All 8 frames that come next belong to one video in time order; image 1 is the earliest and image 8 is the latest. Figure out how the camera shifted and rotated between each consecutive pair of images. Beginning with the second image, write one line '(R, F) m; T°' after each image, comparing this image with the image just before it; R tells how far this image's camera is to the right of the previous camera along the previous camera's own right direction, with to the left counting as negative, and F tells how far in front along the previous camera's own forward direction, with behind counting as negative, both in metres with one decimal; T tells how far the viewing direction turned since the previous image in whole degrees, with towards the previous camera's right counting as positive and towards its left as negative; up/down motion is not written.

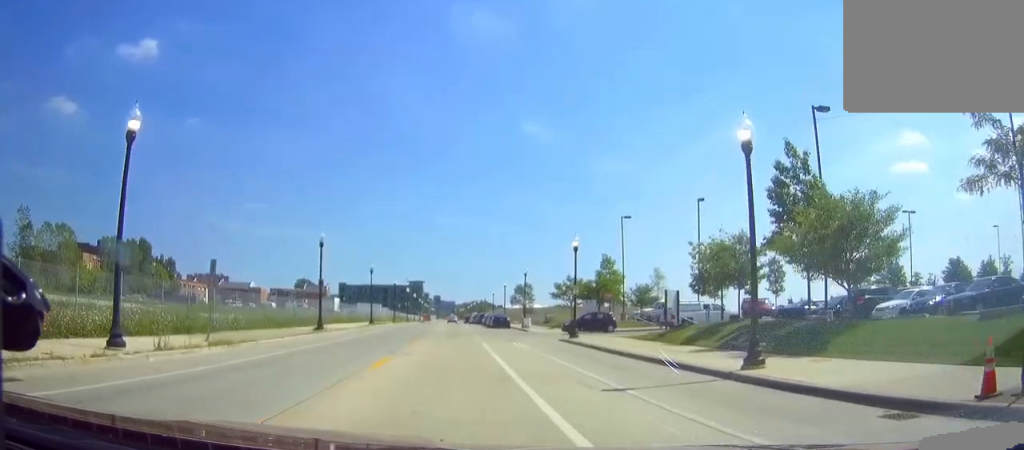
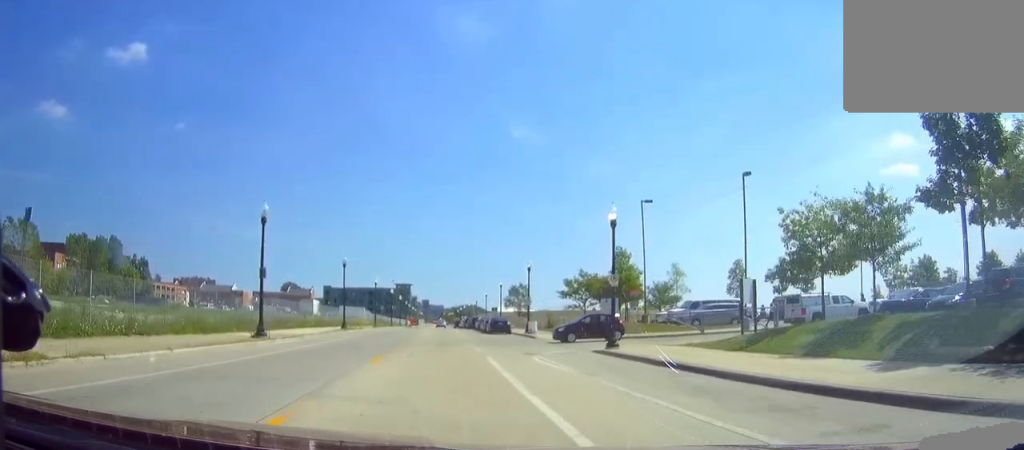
(+0.2, +10.7) m; +1°
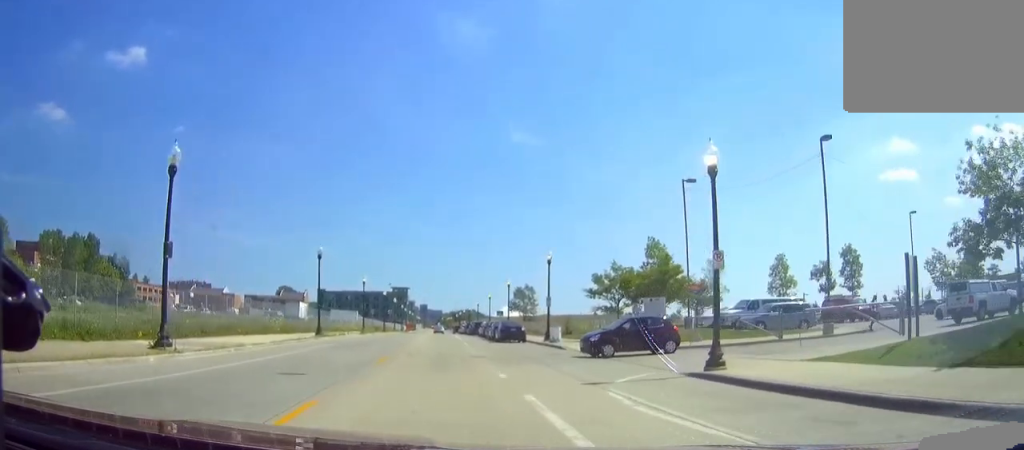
(+0.1, +9.9) m; +1°
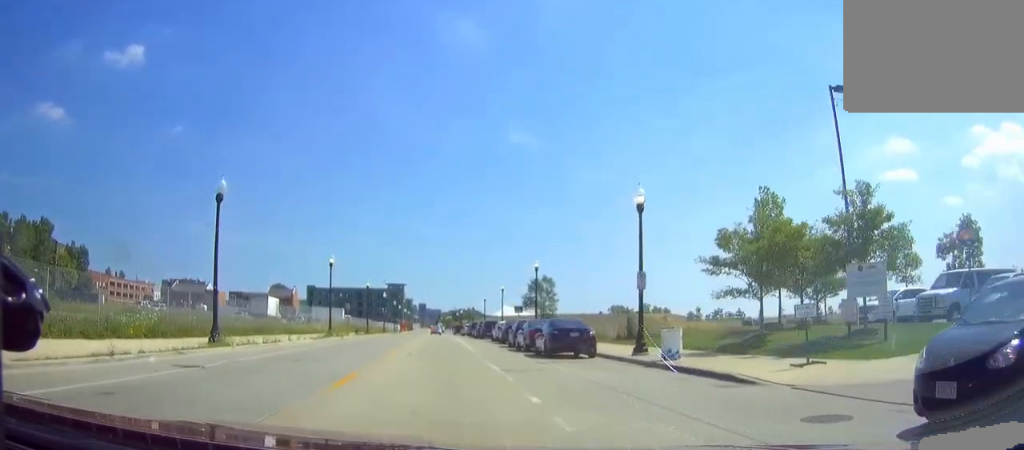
(+0.5, +19.4) m; +3°
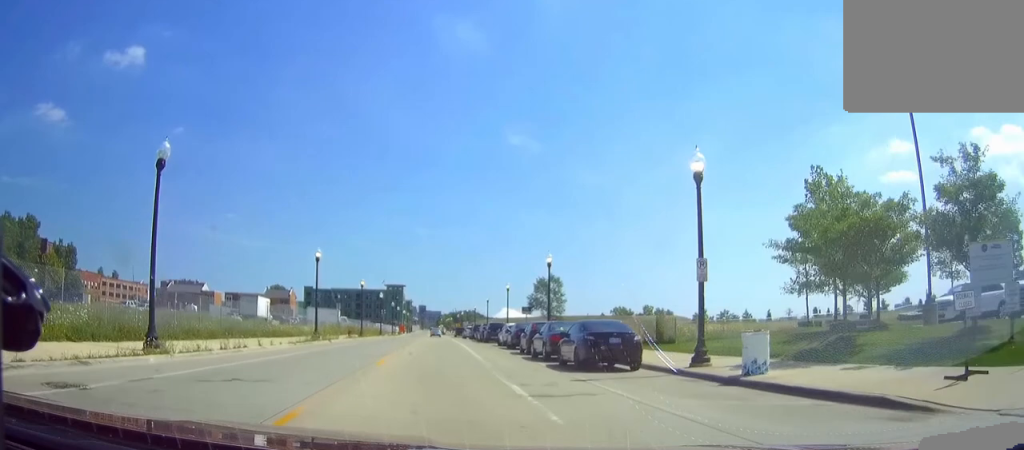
(0.0, +5.3) m; +1°
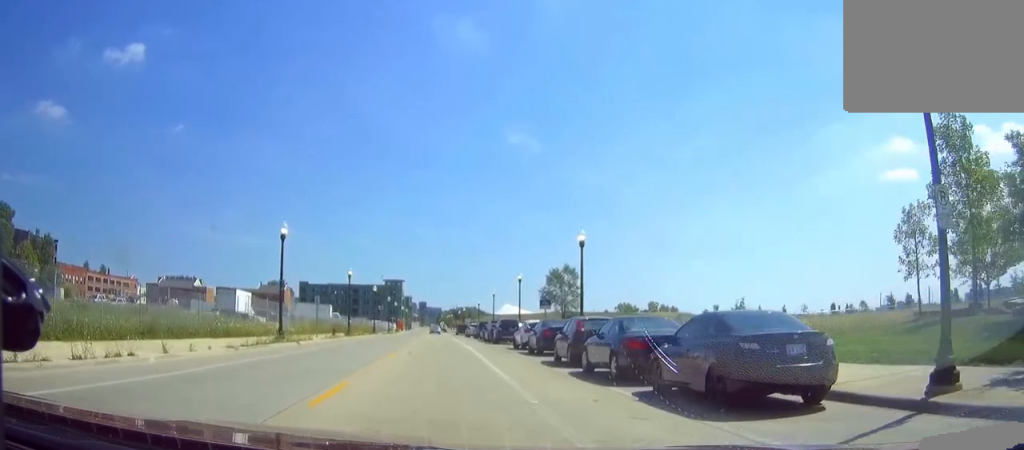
(+0.3, +9.1) m; -1°
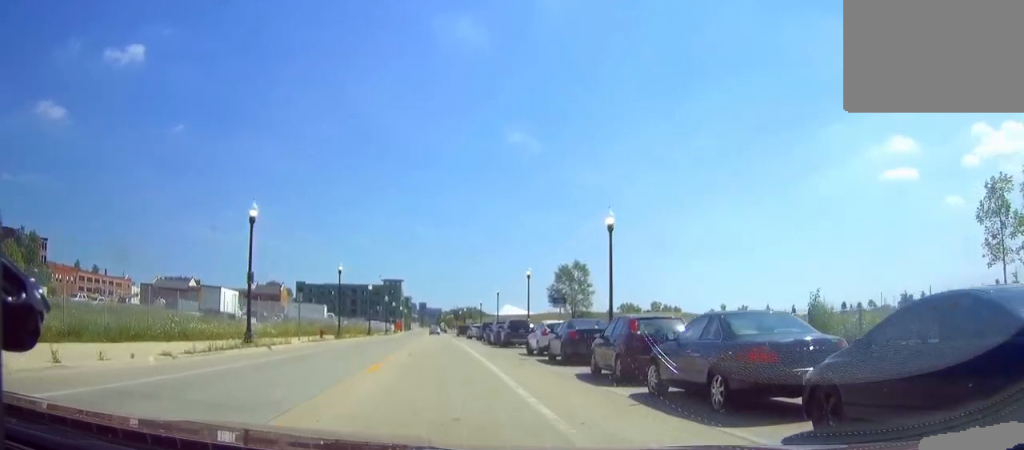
(-0.2, +5.5) m; -1°
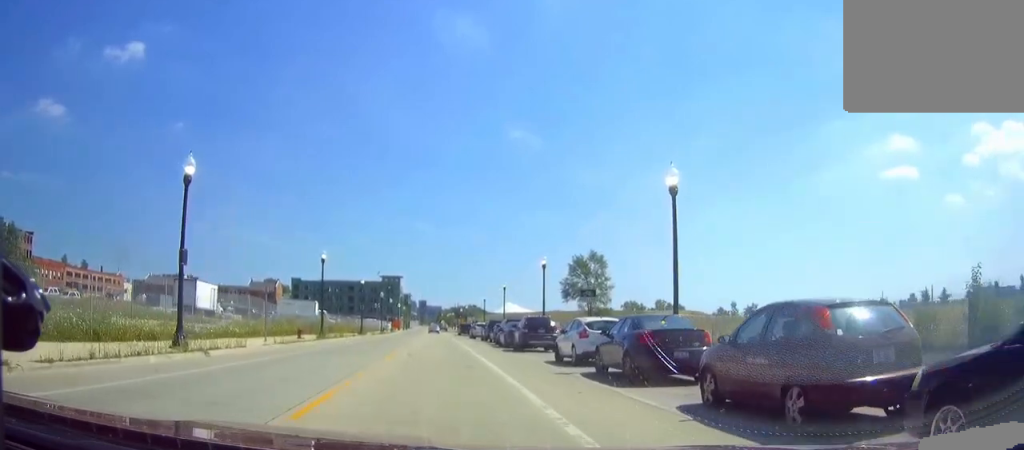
(-0.2, +7.5) m; 0°
